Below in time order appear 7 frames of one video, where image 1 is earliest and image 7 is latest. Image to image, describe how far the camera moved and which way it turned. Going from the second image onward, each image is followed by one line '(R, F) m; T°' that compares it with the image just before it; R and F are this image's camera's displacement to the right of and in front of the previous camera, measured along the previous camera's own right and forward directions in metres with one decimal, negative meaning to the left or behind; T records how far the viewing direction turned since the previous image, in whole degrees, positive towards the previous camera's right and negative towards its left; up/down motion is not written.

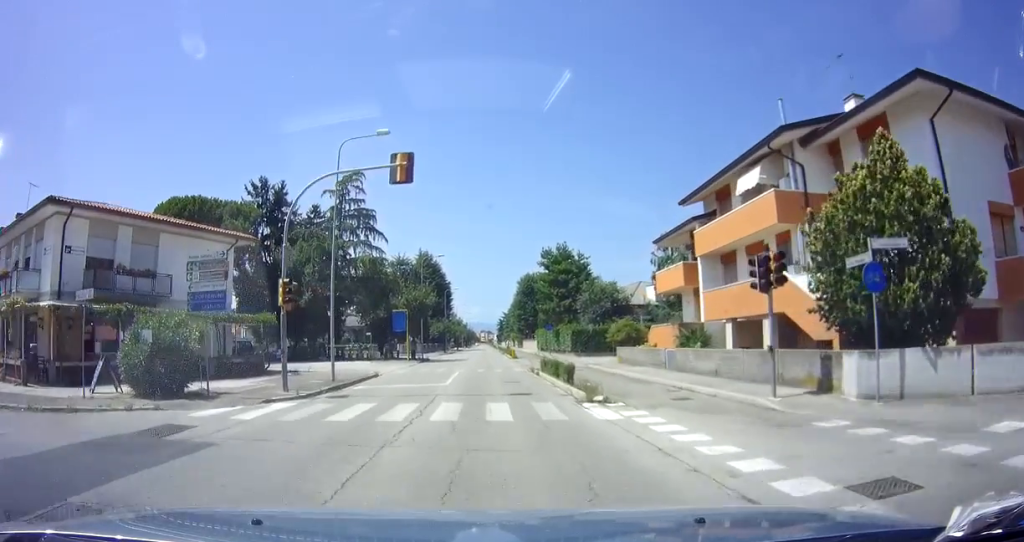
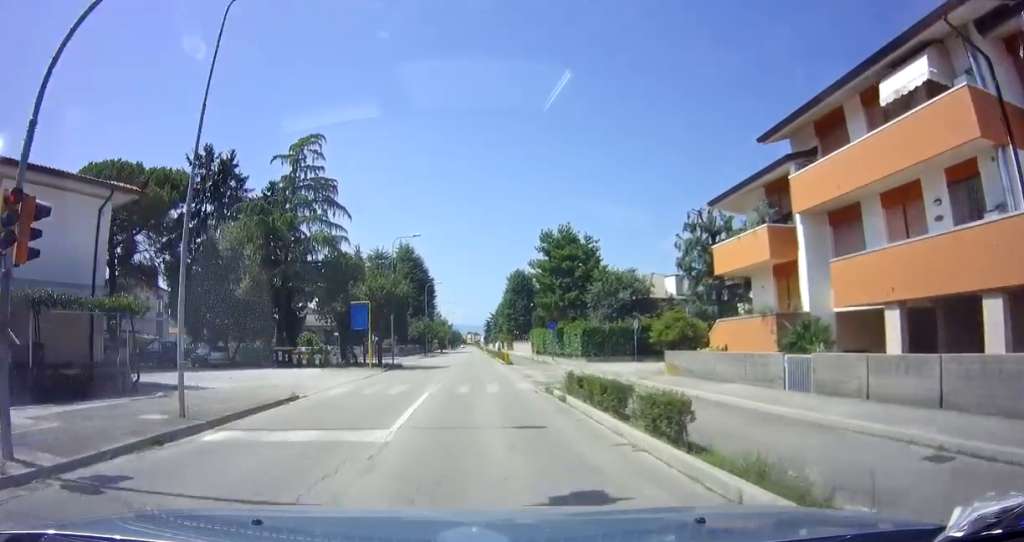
(-0.3, +9.6) m; -1°
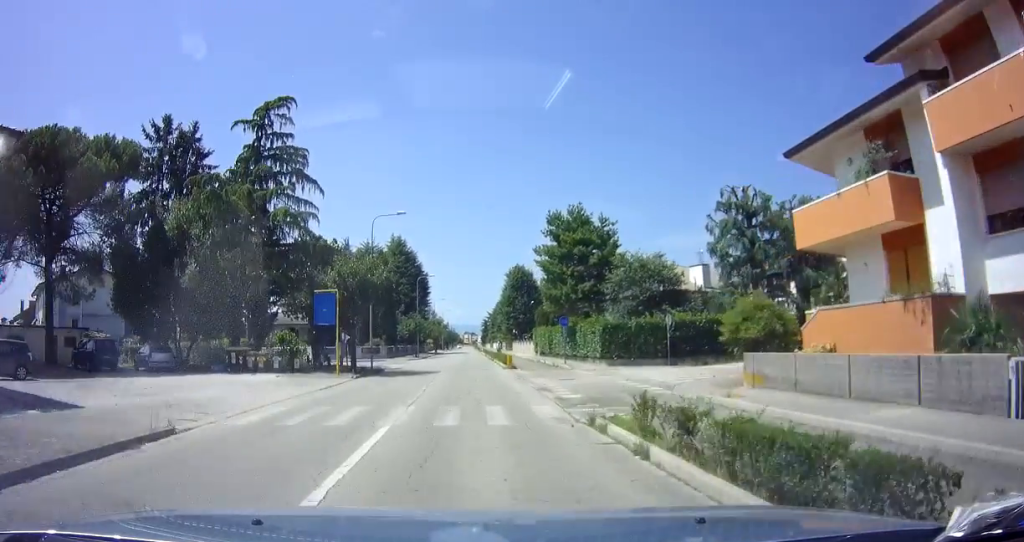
(+0.2, +6.9) m; +2°
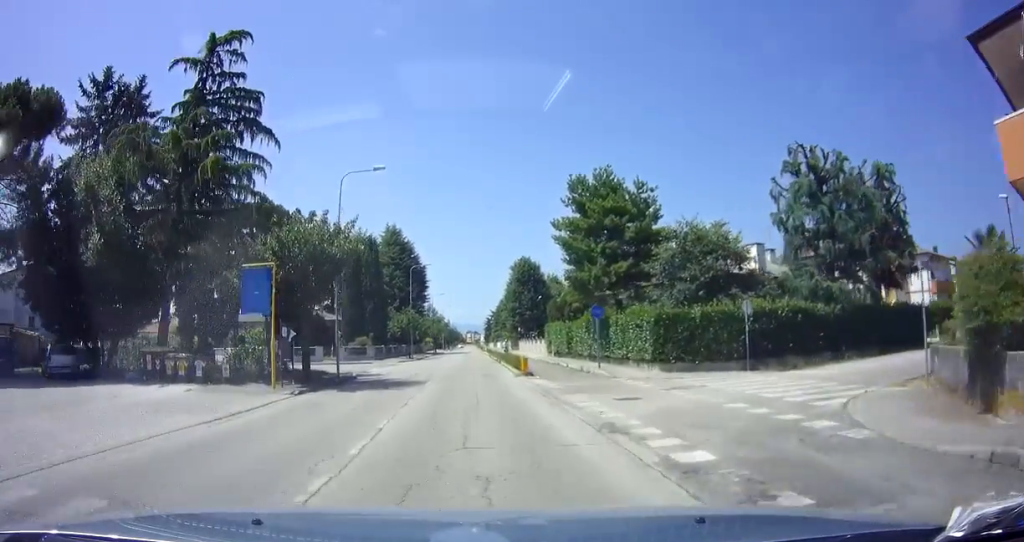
(+0.2, +8.2) m; +1°
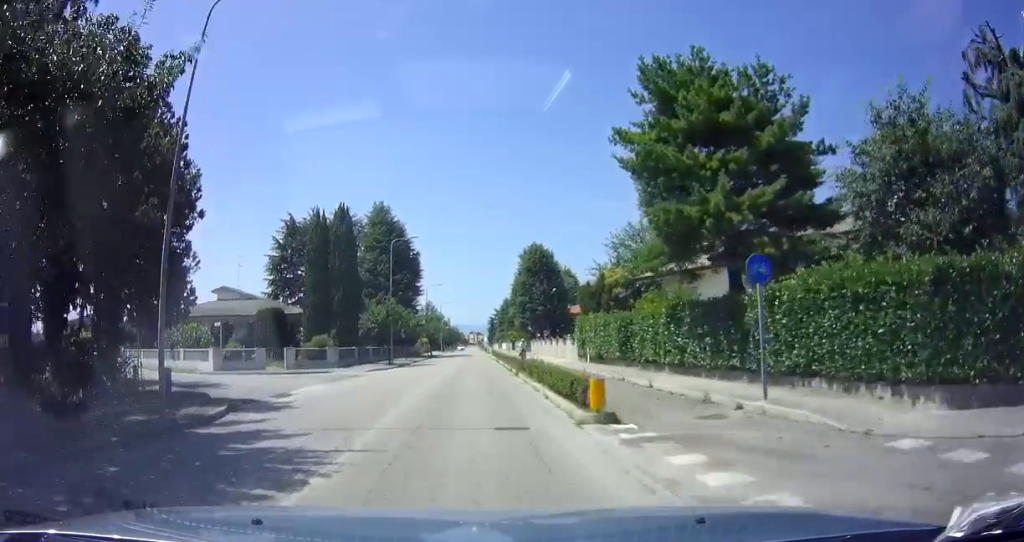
(-0.2, +13.8) m; -2°
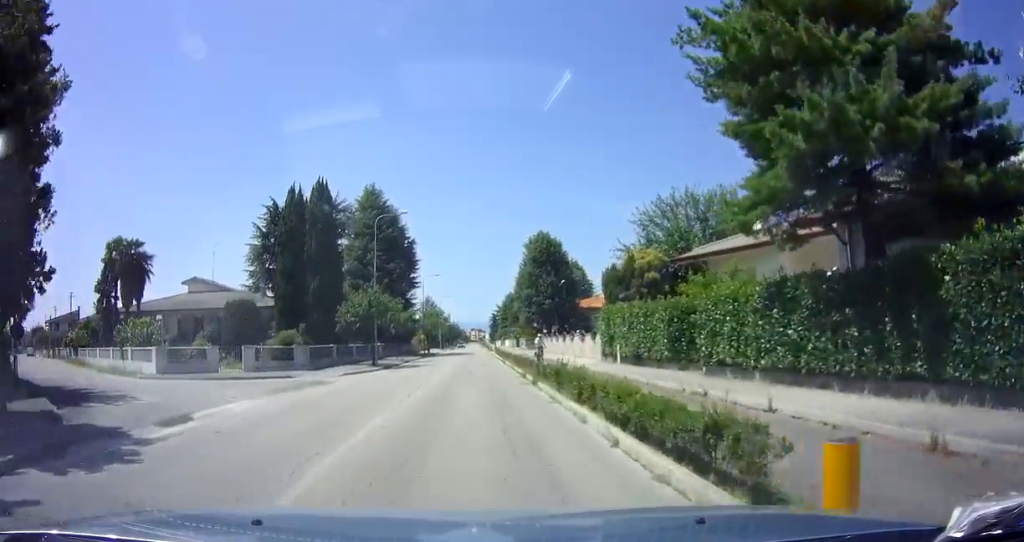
(-0.1, +6.6) m; -1°
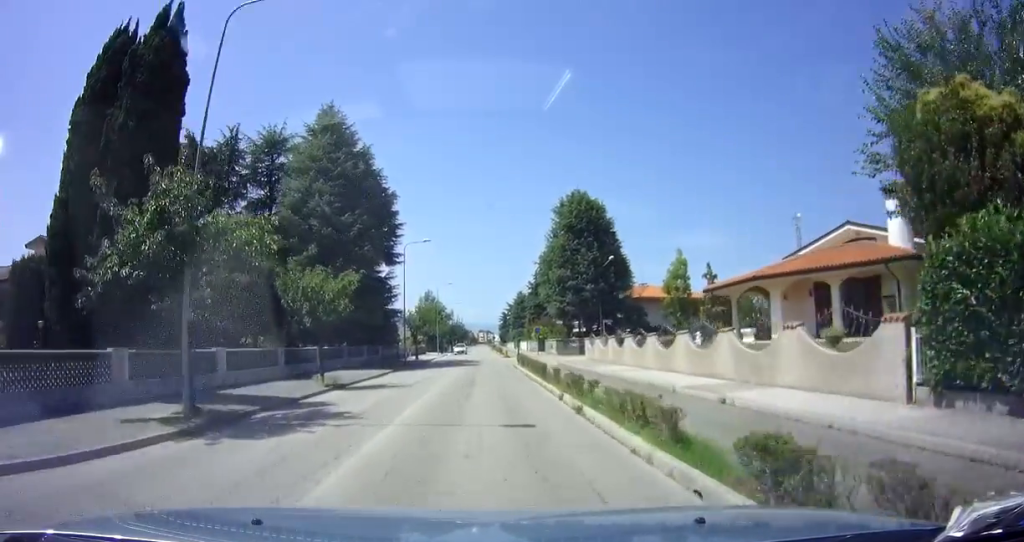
(0.0, +22.9) m; +1°
